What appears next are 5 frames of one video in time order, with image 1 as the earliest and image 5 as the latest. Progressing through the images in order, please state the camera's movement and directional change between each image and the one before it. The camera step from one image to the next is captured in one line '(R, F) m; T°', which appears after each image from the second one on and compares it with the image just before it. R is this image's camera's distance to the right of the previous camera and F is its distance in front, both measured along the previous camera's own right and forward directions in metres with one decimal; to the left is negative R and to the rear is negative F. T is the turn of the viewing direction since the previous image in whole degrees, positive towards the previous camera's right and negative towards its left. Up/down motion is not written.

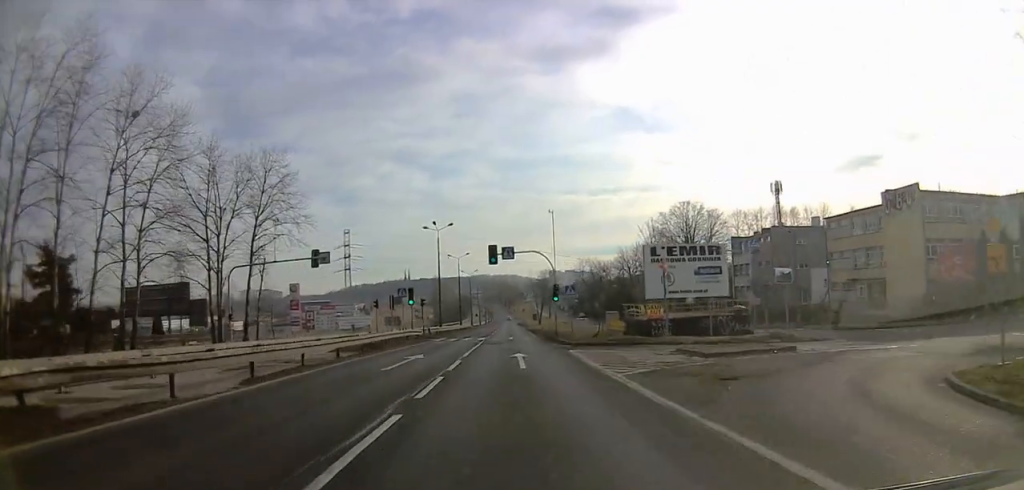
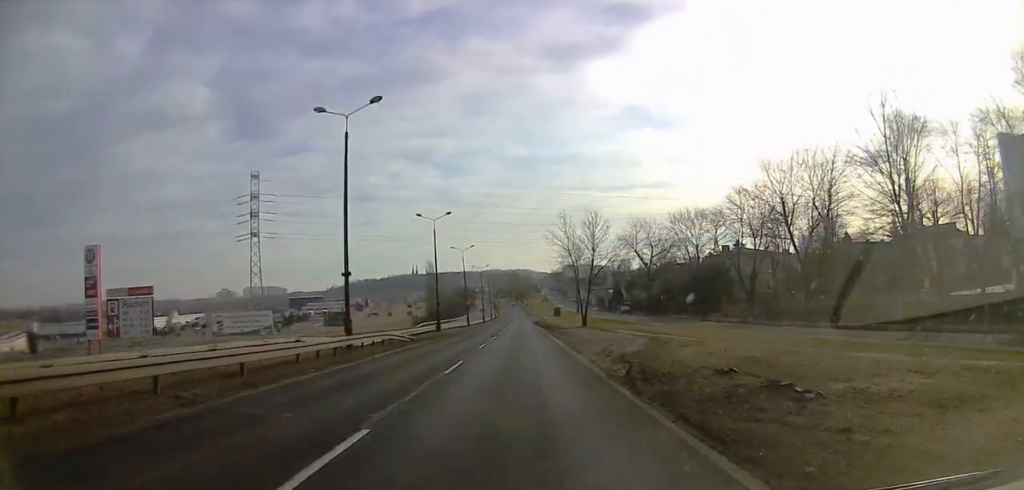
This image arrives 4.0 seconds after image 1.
(+1.7, +67.9) m; +1°
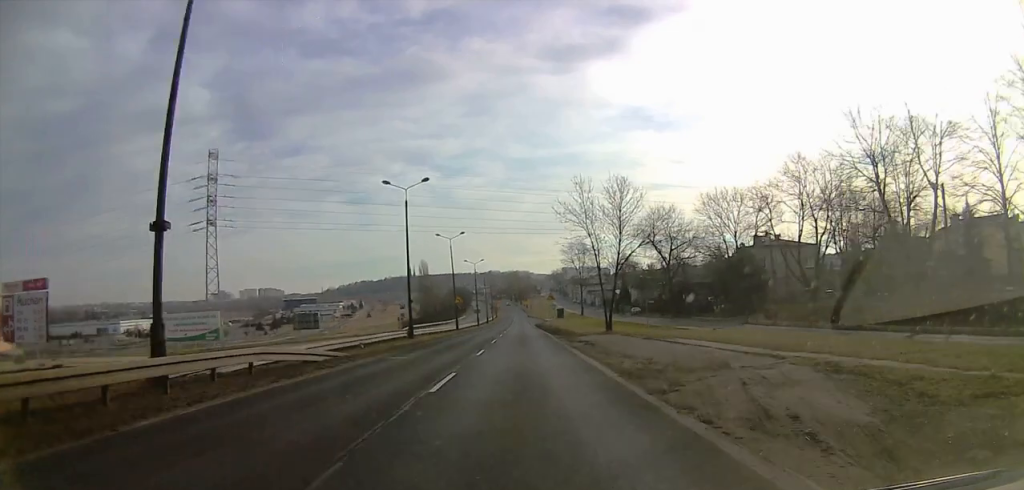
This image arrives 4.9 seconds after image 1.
(+0.1, +15.5) m; +1°
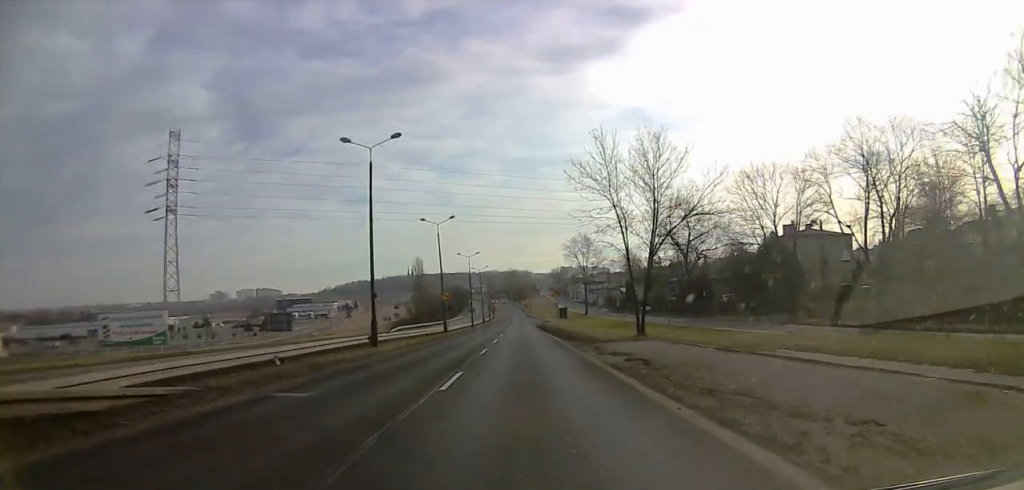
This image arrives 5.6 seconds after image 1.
(+0.4, +10.9) m; +1°
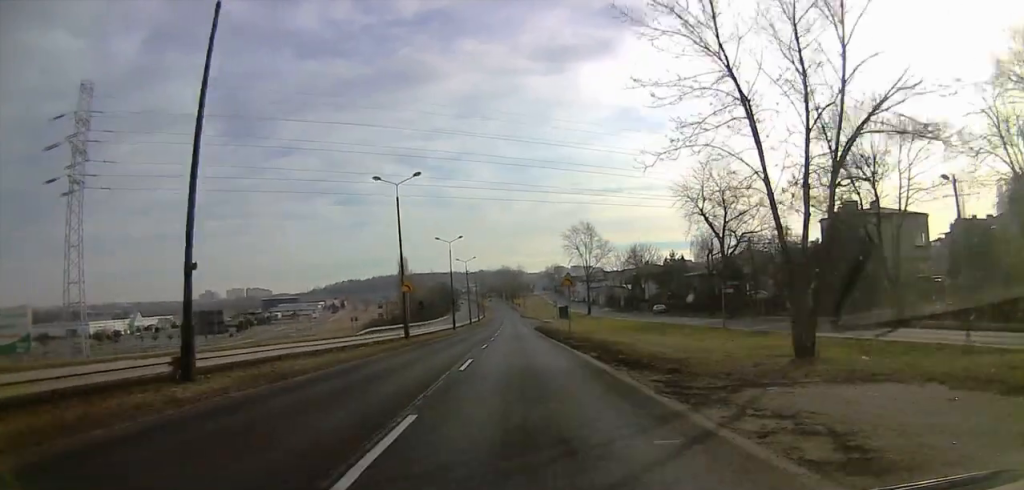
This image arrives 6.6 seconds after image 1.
(-0.2, +18.3) m; -1°
